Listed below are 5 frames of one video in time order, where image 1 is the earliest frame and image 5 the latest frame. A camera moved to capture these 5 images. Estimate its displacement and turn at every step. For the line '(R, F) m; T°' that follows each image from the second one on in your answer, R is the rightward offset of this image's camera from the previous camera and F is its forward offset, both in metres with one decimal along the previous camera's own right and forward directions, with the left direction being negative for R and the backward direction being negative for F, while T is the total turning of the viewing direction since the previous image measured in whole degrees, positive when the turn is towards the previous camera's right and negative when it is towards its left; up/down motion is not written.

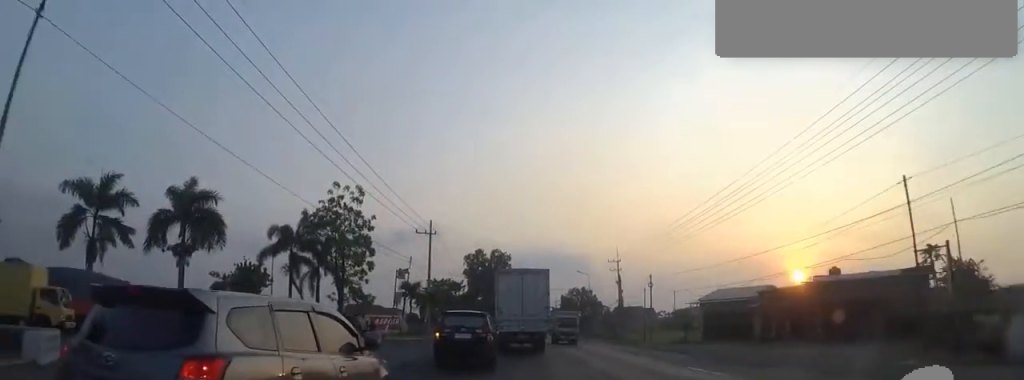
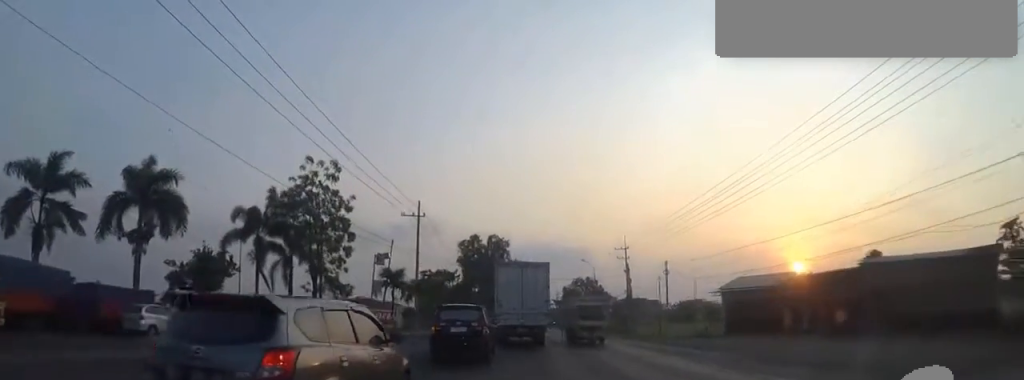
(-0.8, +5.1) m; 0°
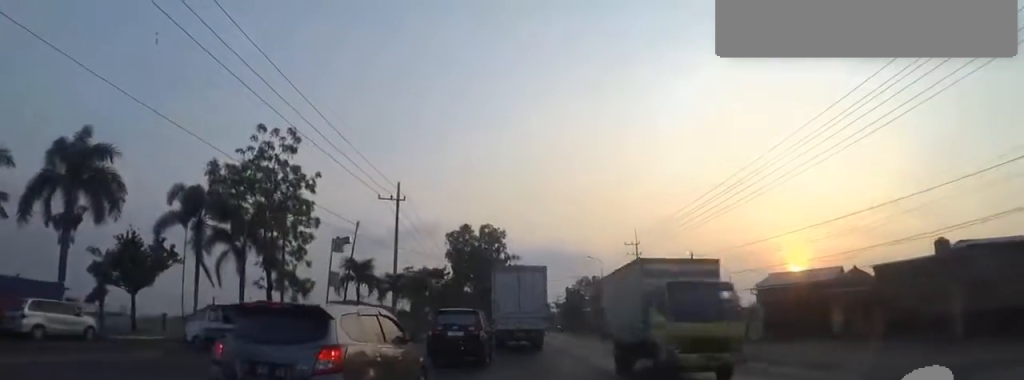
(+0.6, +6.8) m; +3°
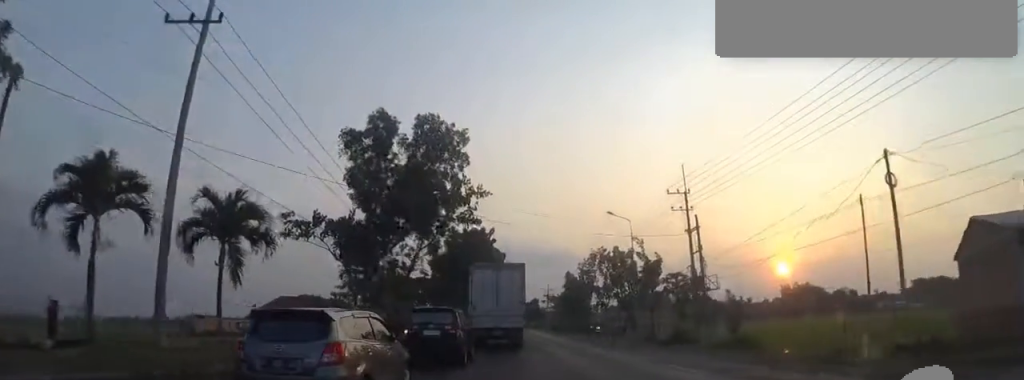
(+0.8, +22.1) m; -1°
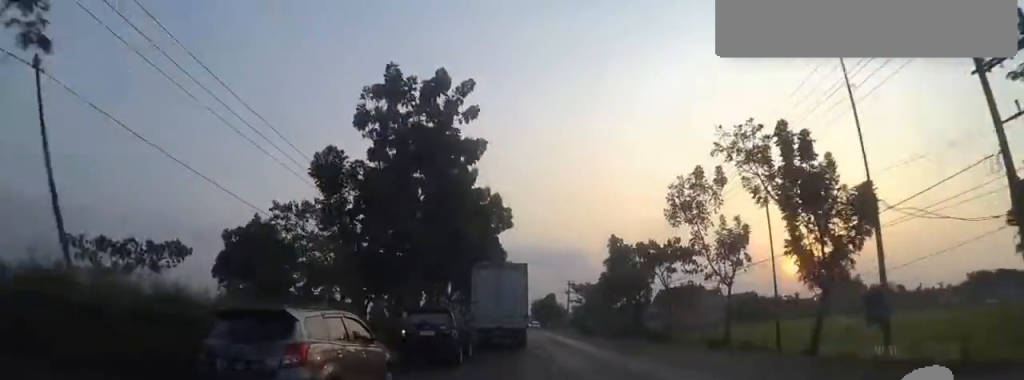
(-1.6, +24.4) m; -1°
